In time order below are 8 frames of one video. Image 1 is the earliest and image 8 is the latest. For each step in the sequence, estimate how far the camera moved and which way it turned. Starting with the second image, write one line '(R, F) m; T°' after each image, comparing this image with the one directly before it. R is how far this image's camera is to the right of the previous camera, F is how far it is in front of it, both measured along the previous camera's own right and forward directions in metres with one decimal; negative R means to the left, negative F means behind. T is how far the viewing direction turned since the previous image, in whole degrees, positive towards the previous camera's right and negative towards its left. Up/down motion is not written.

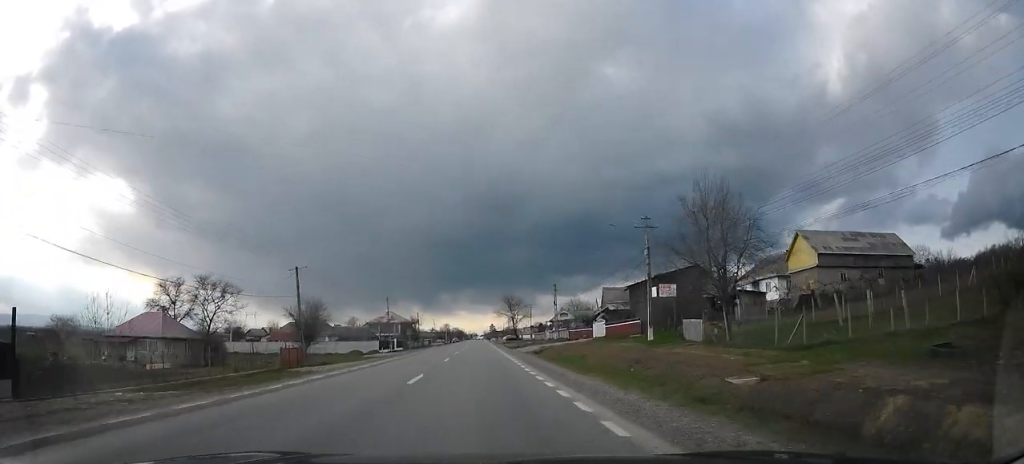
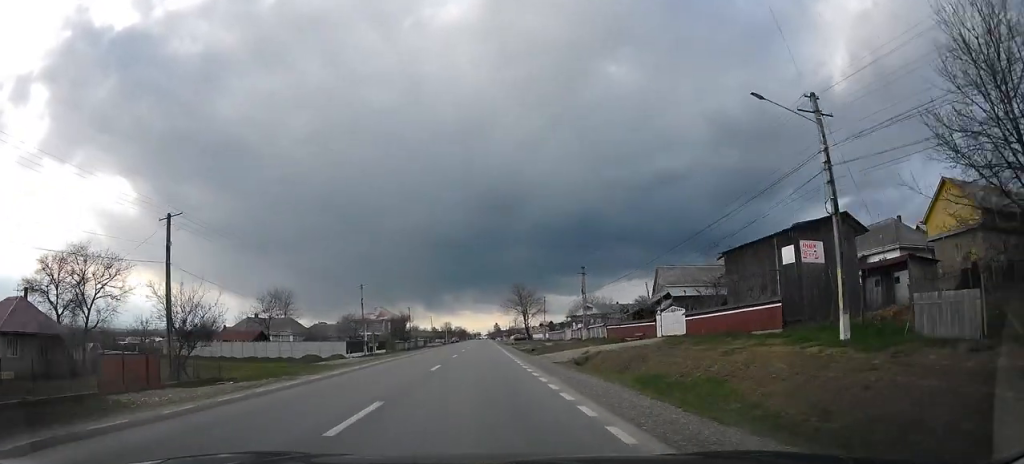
(+0.1, +18.6) m; +1°
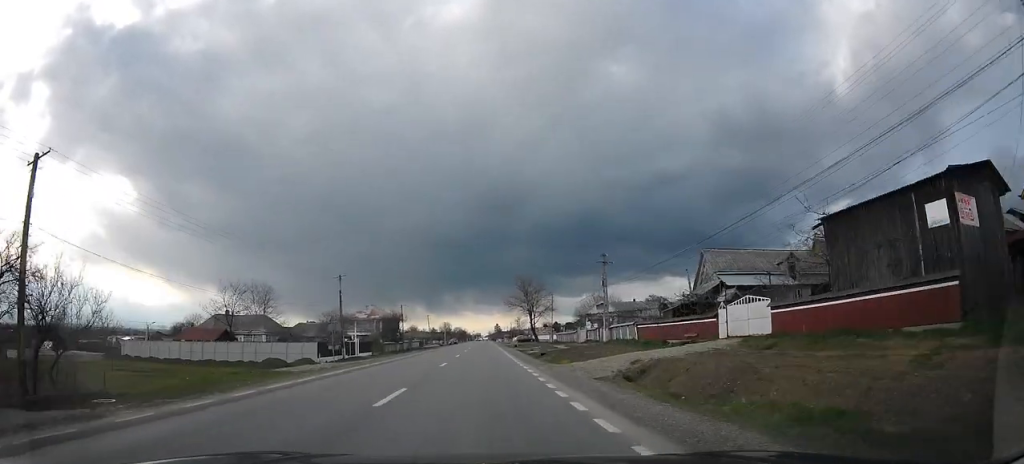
(+0.4, +9.4) m; +1°
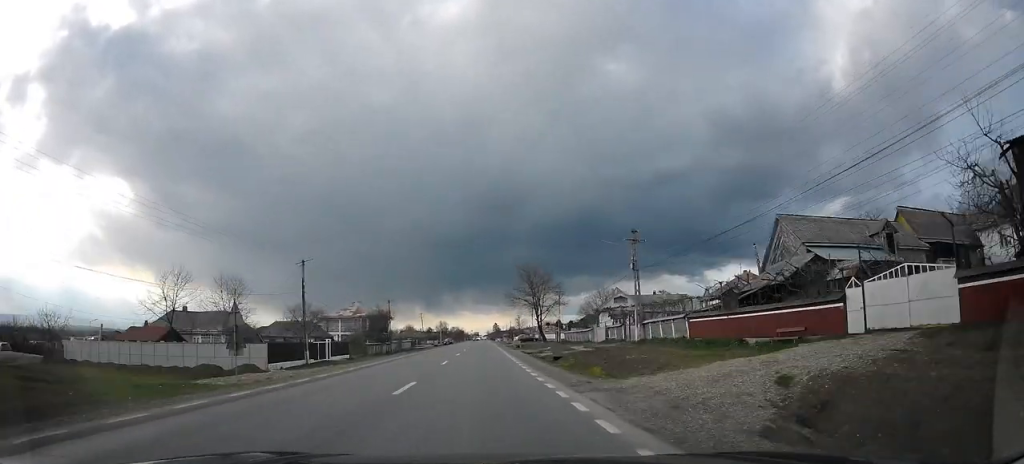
(-0.1, +10.1) m; 0°
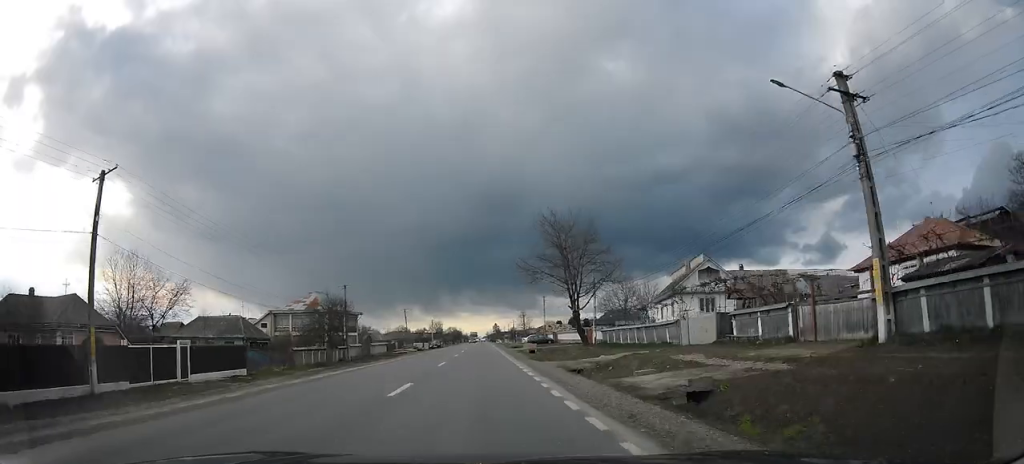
(-0.4, +23.8) m; -1°
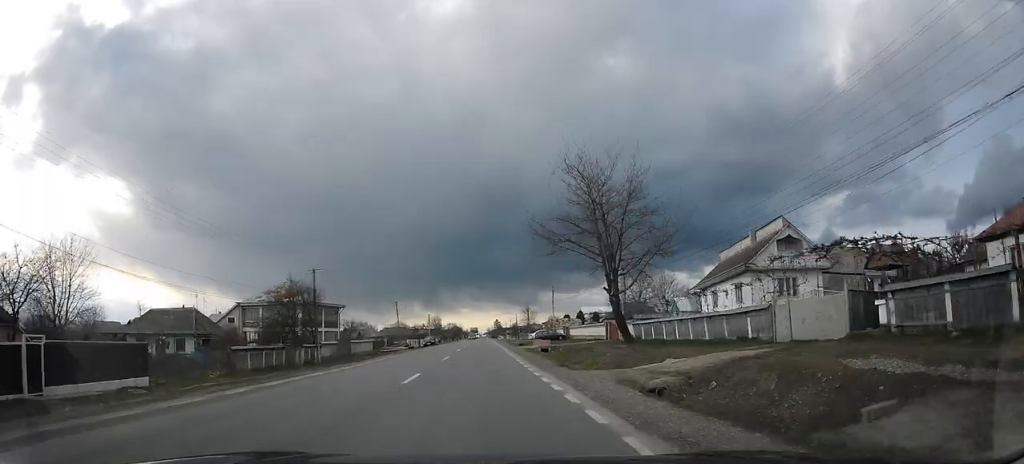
(0.0, +10.1) m; 0°
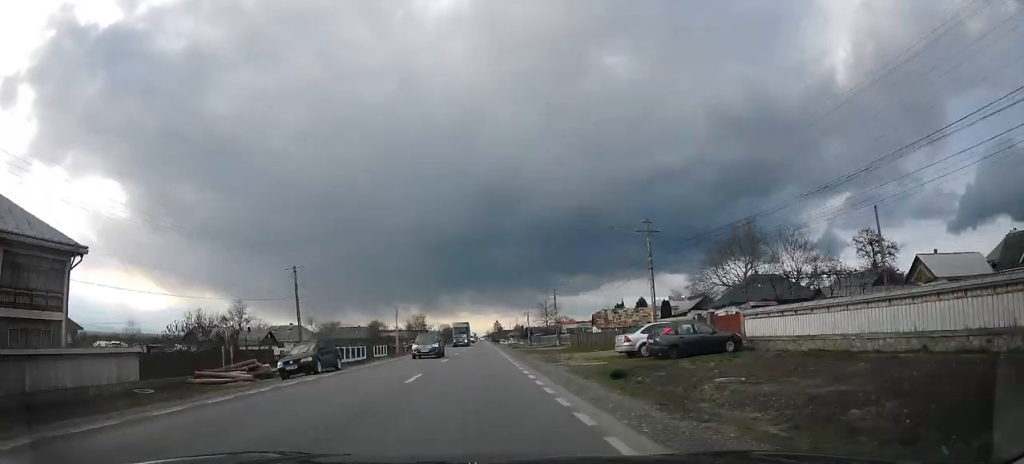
(-0.1, +47.1) m; 0°
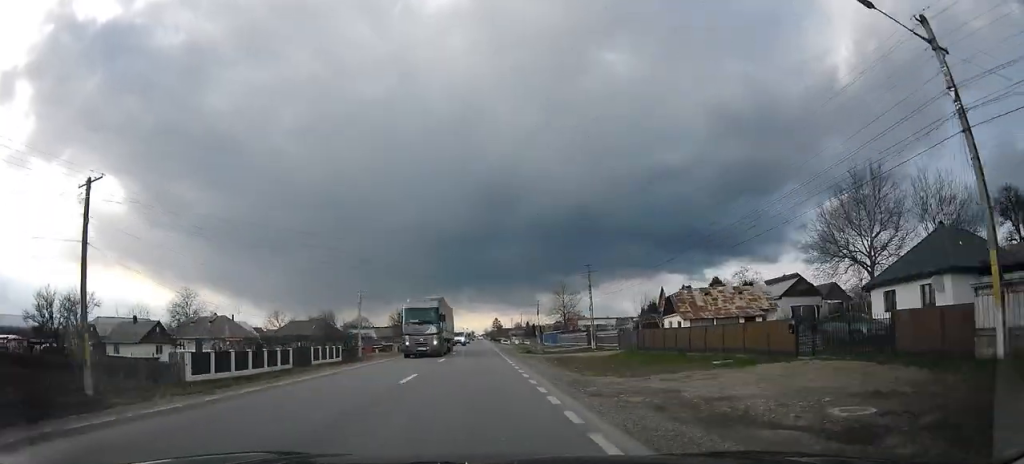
(0.0, +24.7) m; 0°
